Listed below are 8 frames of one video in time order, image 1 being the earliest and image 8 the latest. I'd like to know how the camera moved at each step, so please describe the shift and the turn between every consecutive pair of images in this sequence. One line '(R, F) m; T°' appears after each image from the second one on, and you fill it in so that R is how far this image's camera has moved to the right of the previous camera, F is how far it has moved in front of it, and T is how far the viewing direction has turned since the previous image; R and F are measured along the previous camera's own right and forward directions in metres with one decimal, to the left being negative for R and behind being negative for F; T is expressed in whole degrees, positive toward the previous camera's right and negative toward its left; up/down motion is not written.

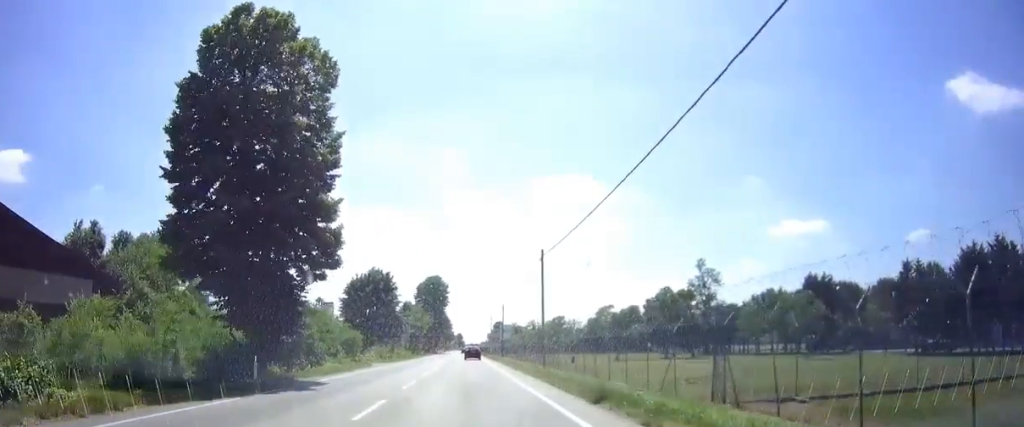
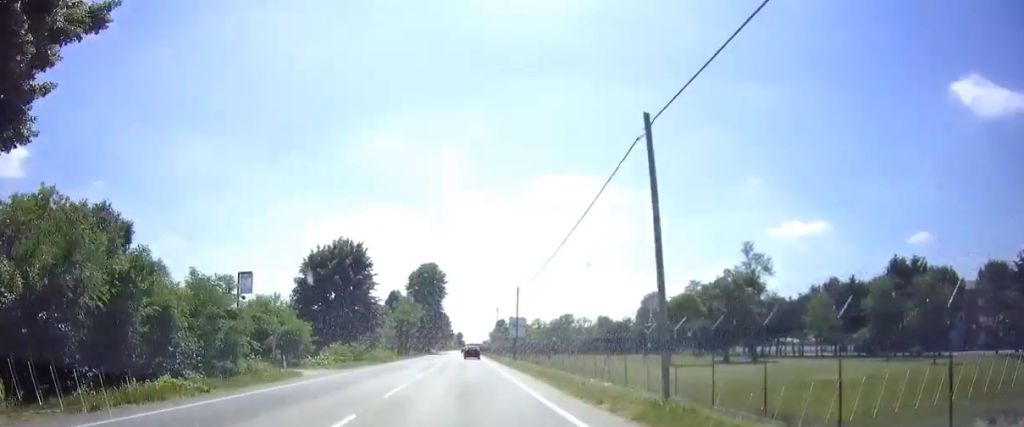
(-0.2, +19.0) m; -1°
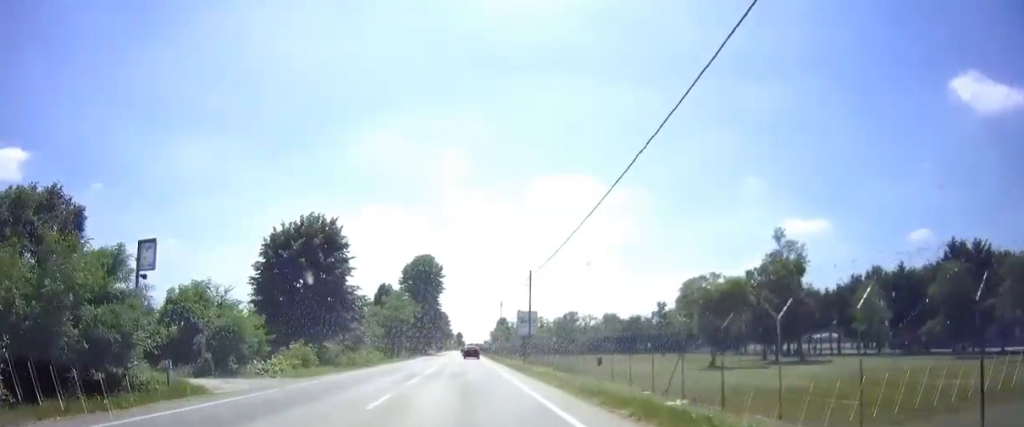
(-0.1, +9.2) m; 0°
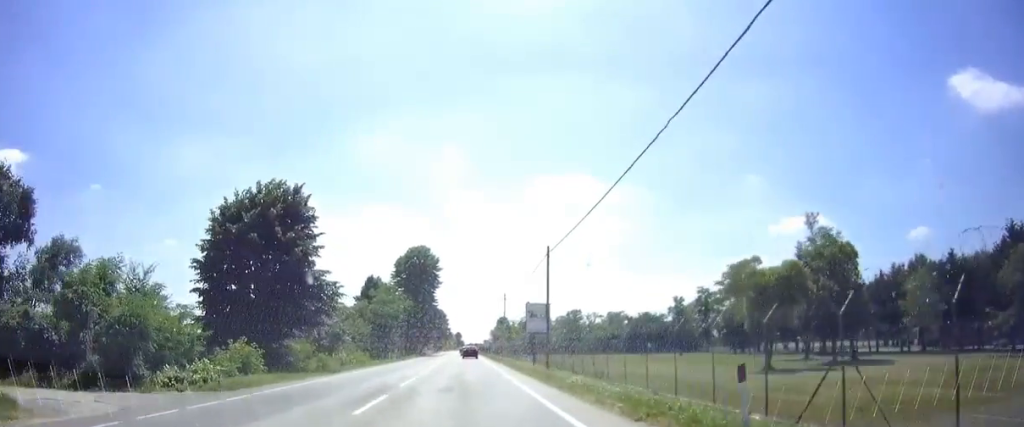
(+0.1, +8.6) m; +1°
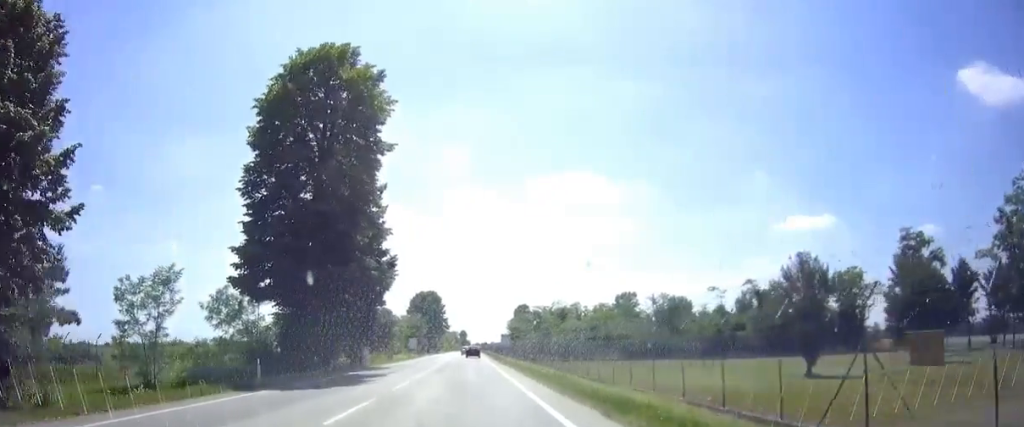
(+0.5, +62.1) m; 0°
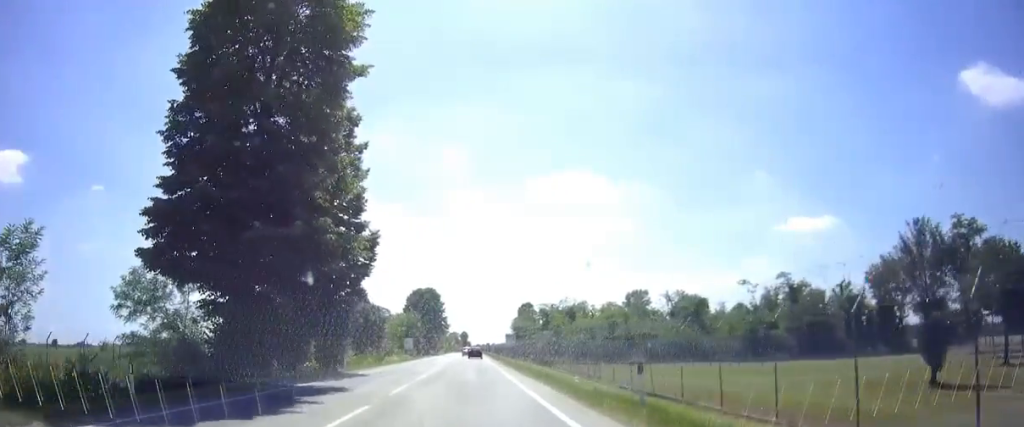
(0.0, +9.2) m; 0°
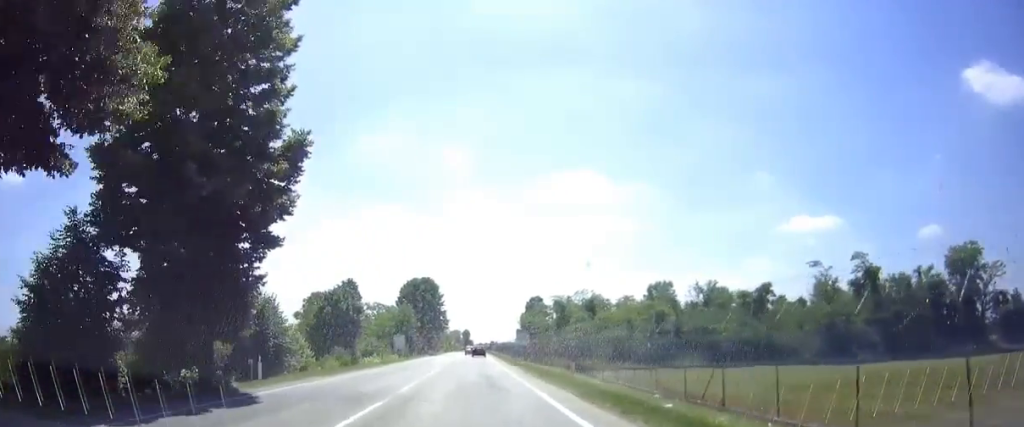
(0.0, +14.8) m; 0°
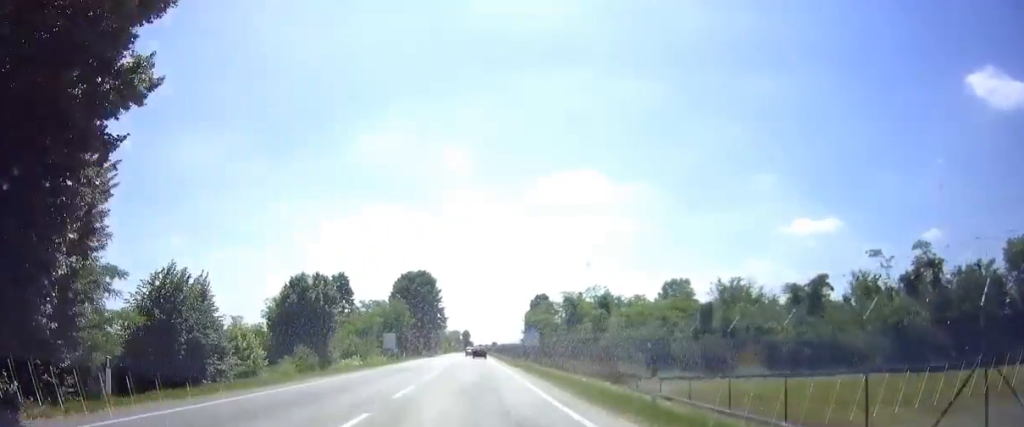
(-0.2, +9.3) m; 0°
